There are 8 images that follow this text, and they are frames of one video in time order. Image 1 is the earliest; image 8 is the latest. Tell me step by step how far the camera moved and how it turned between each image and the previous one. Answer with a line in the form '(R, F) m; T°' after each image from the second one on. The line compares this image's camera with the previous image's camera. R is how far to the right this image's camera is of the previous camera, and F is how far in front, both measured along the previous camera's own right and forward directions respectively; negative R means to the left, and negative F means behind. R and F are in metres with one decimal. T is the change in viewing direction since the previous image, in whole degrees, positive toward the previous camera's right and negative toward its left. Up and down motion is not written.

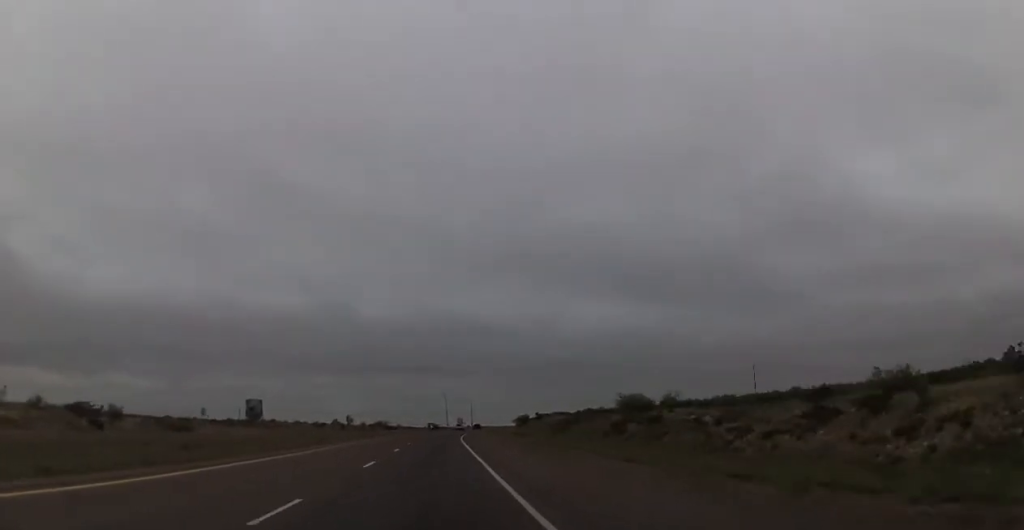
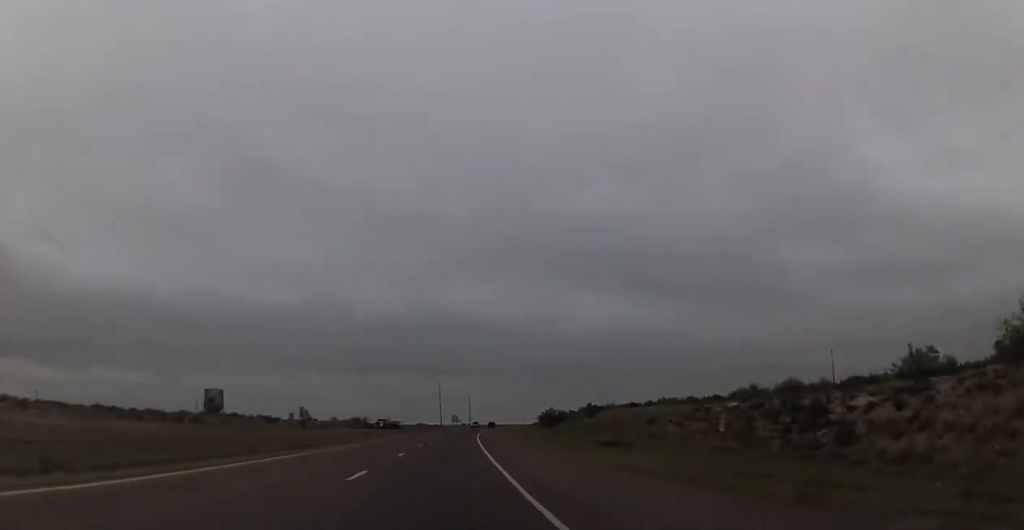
(+0.3, +53.5) m; 0°
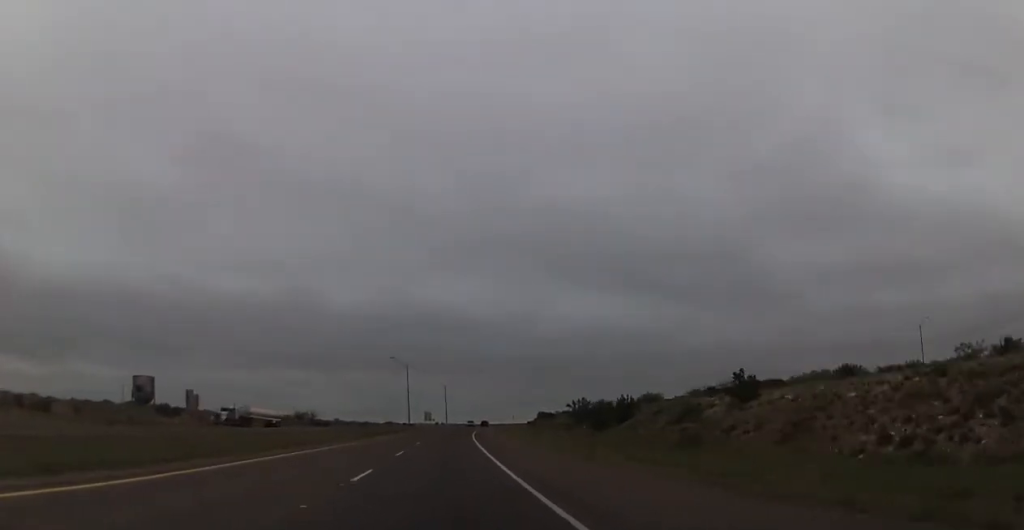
(-0.1, +48.8) m; +1°
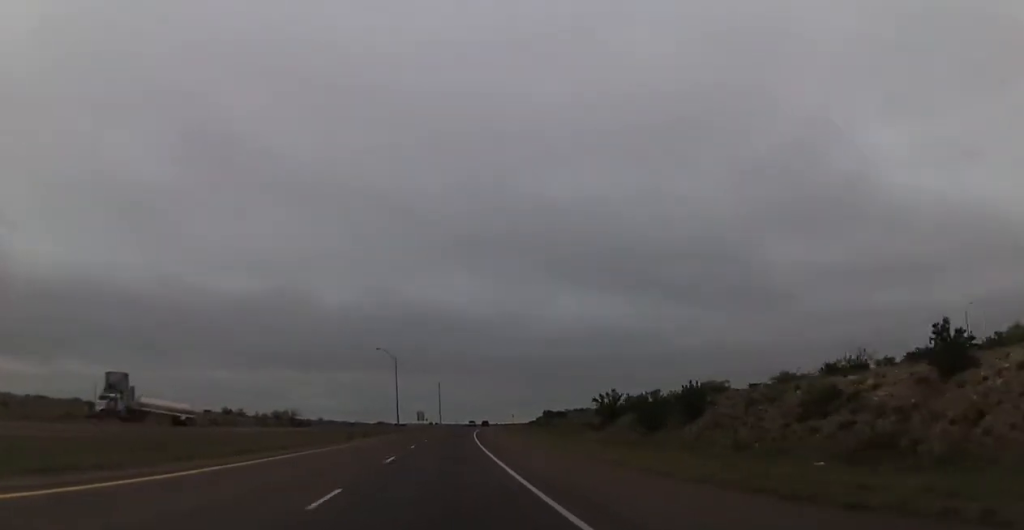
(+0.2, +17.1) m; +1°
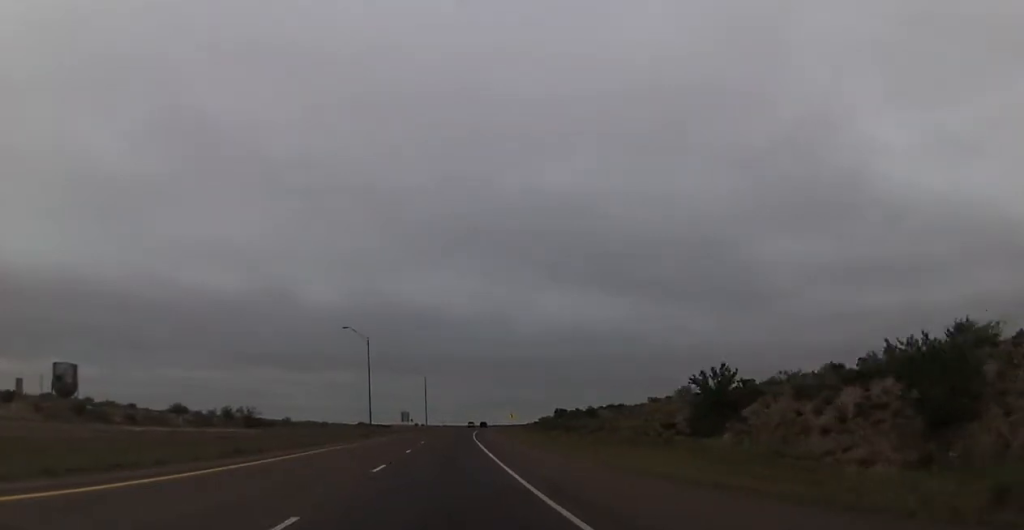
(+0.3, +28.1) m; +2°
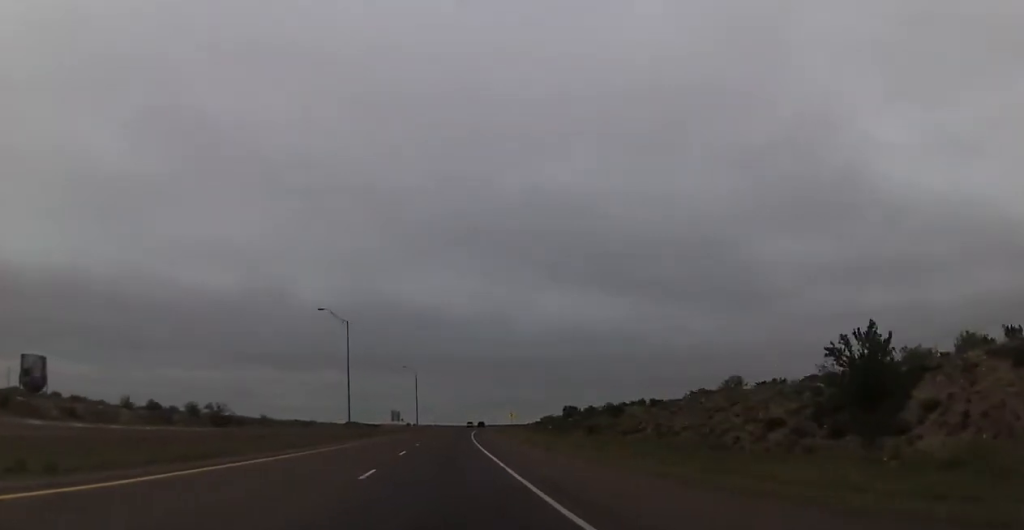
(+0.3, +14.6) m; 0°
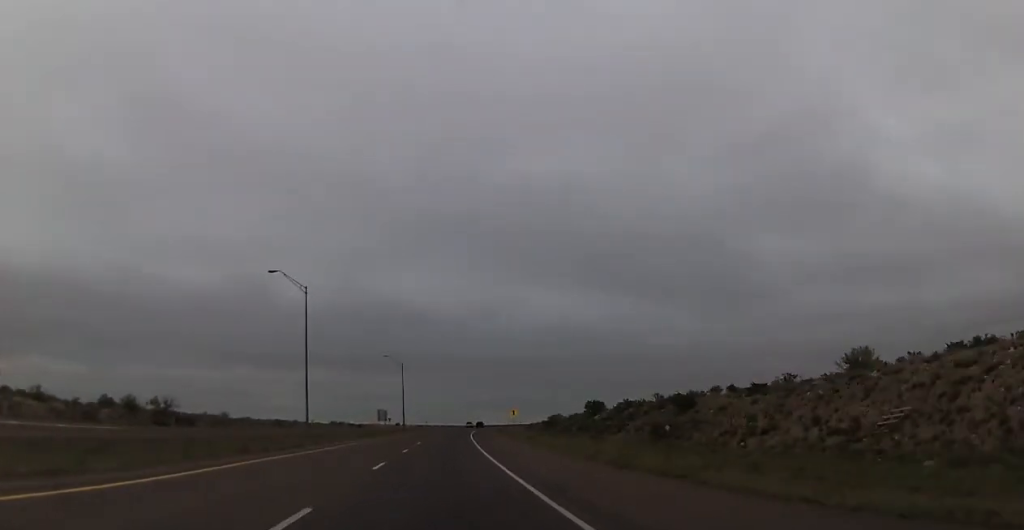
(+0.2, +20.7) m; 0°
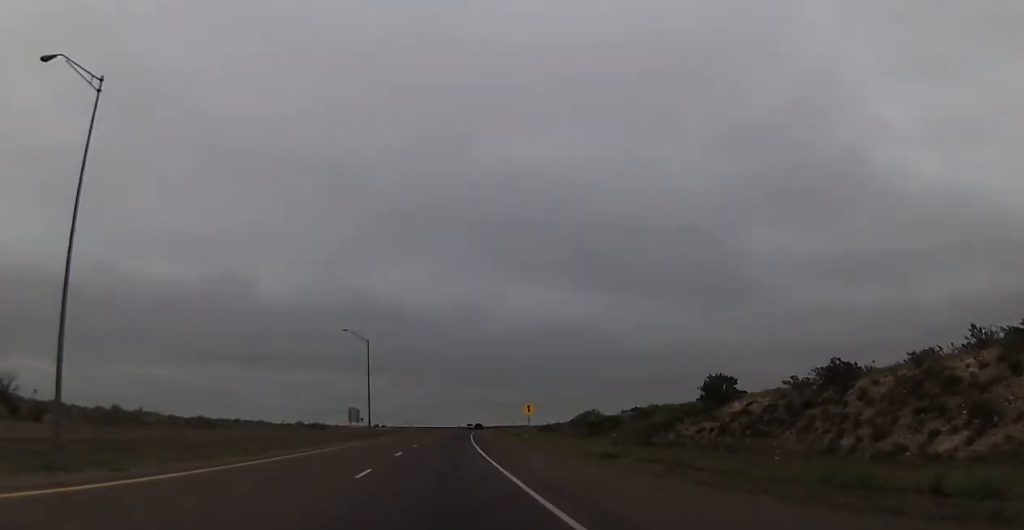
(-0.1, +38.9) m; +1°
